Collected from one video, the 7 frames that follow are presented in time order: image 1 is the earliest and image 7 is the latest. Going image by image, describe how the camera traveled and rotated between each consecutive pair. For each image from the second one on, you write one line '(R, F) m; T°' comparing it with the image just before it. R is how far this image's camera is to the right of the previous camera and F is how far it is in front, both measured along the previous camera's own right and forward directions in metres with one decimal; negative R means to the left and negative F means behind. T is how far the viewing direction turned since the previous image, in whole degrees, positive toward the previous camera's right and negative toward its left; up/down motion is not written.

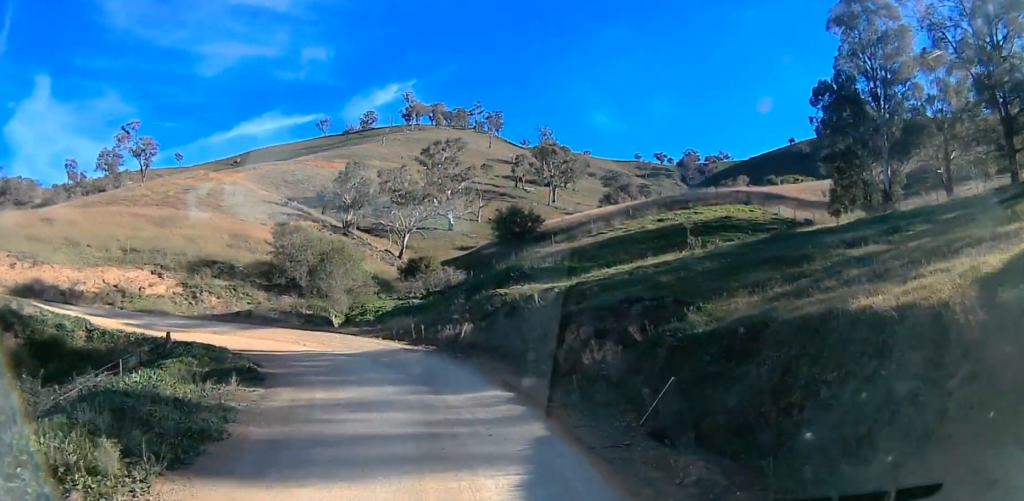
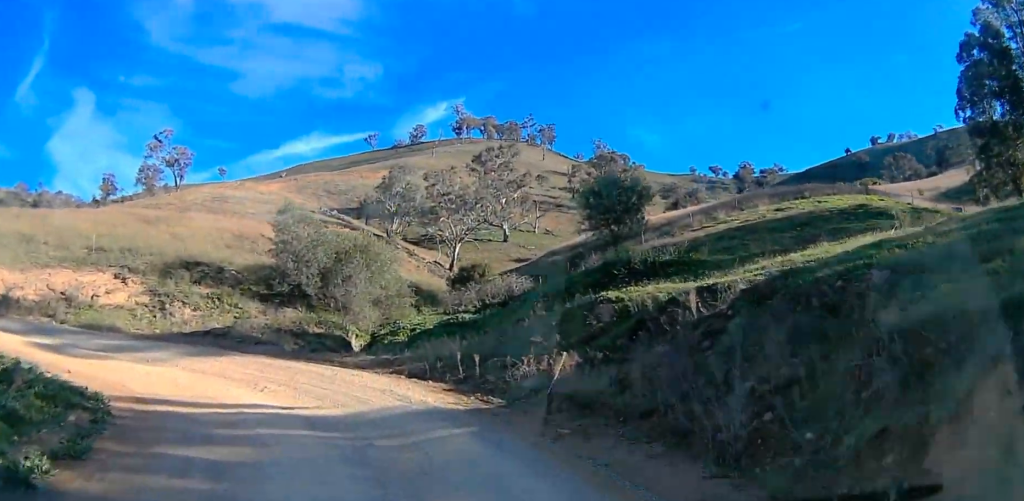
(+1.4, +13.8) m; +7°
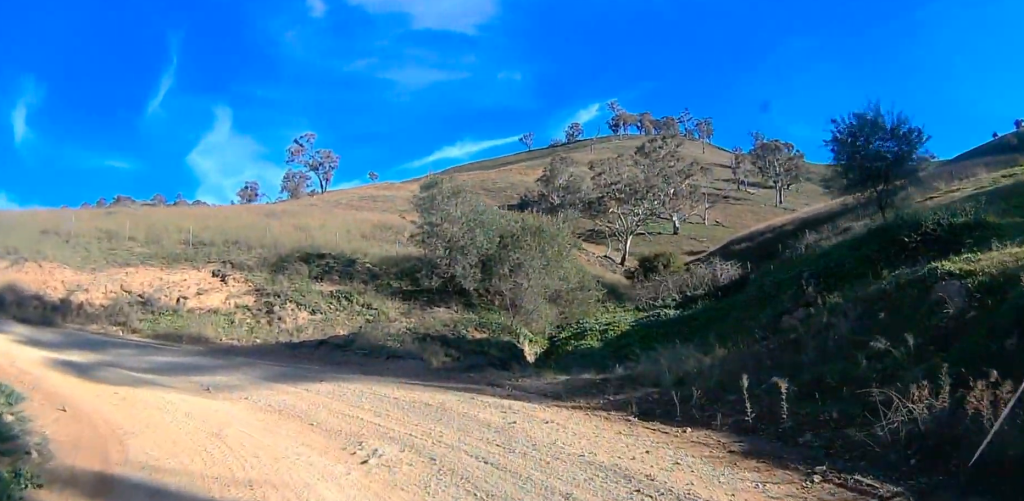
(-0.3, +8.3) m; -33°
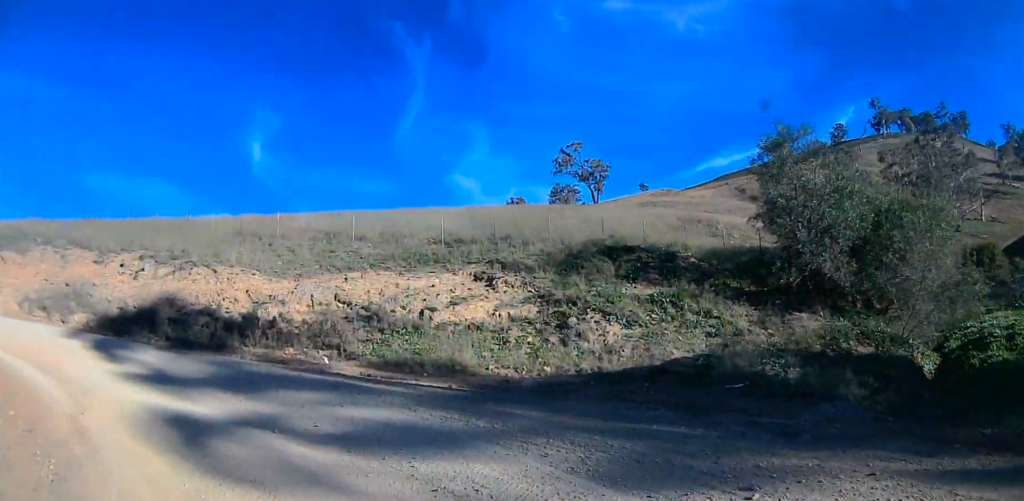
(-5.1, +8.5) m; -49°
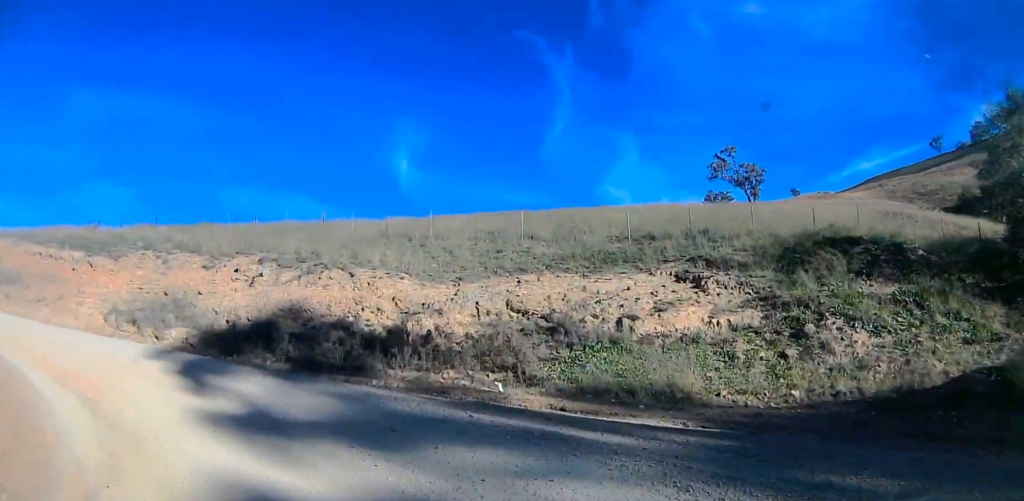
(-1.1, +4.4) m; -11°
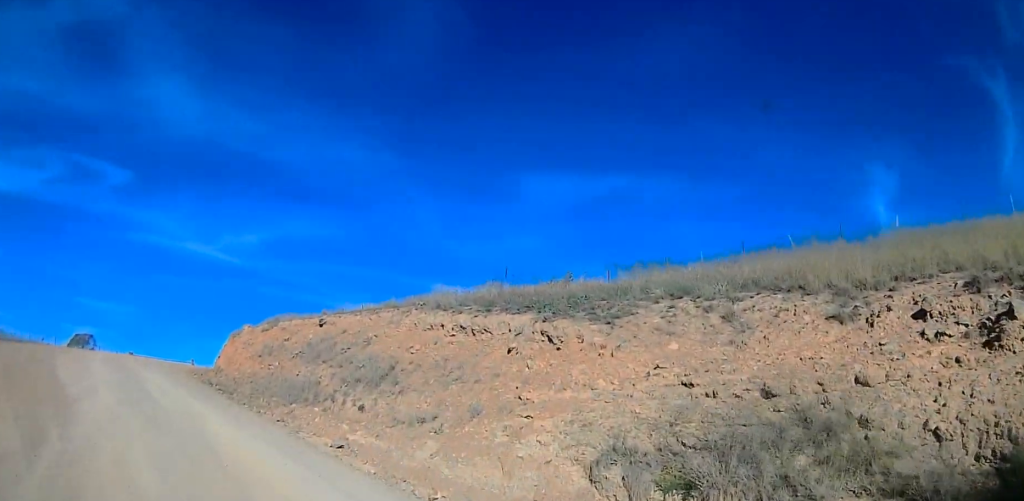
(-2.3, +13.5) m; -5°
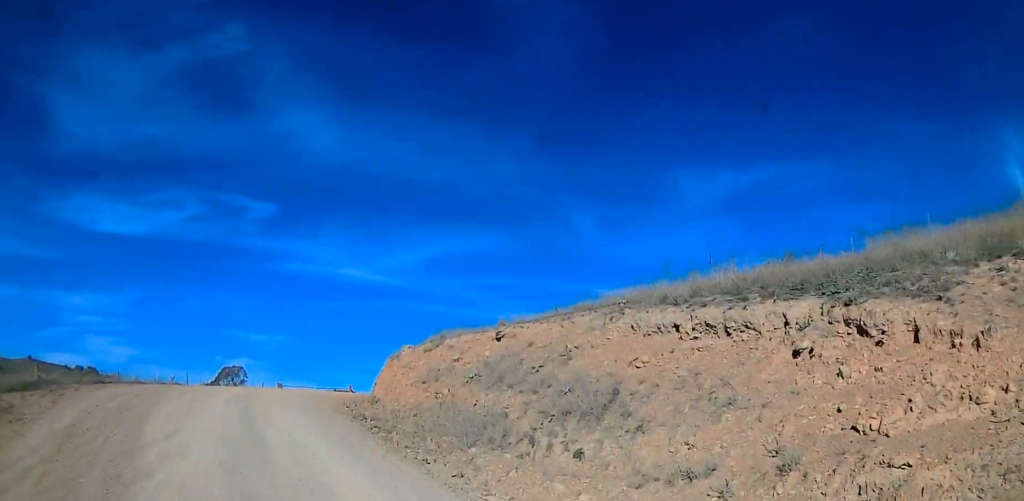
(-0.5, +4.2) m; +9°
